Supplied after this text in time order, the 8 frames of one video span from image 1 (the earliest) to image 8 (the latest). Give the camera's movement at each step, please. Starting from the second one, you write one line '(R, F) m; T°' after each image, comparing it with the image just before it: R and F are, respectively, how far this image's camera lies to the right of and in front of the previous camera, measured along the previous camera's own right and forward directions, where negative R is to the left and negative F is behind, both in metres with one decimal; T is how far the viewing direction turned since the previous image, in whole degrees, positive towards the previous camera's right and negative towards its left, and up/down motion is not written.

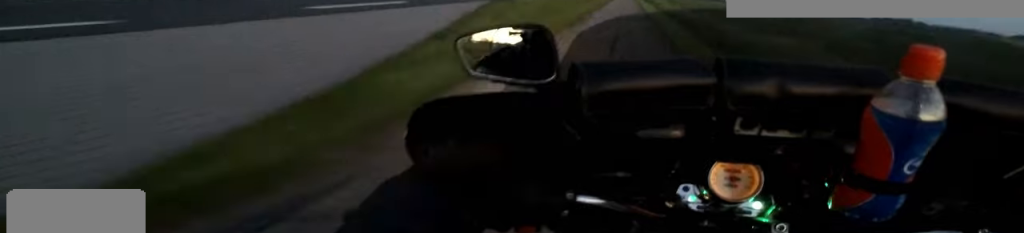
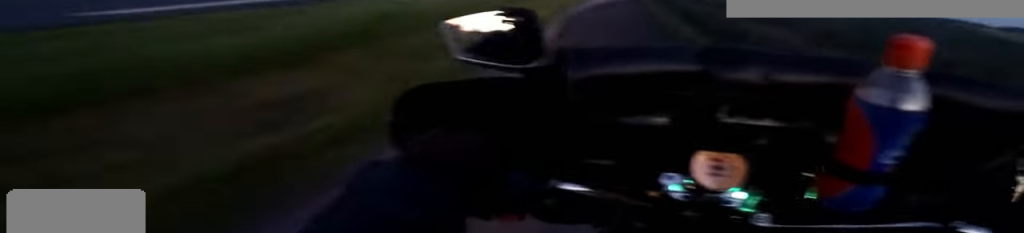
(-0.4, +39.8) m; 0°
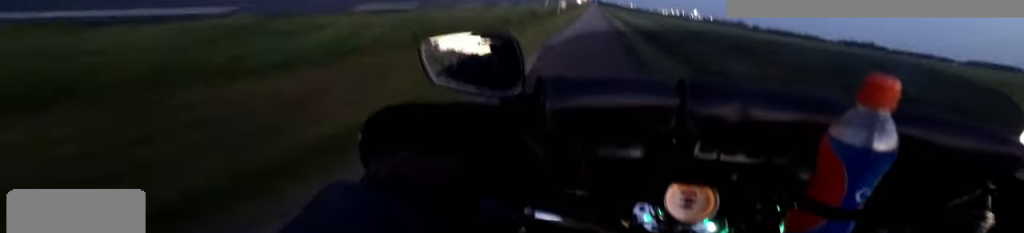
(-0.1, +6.7) m; +1°
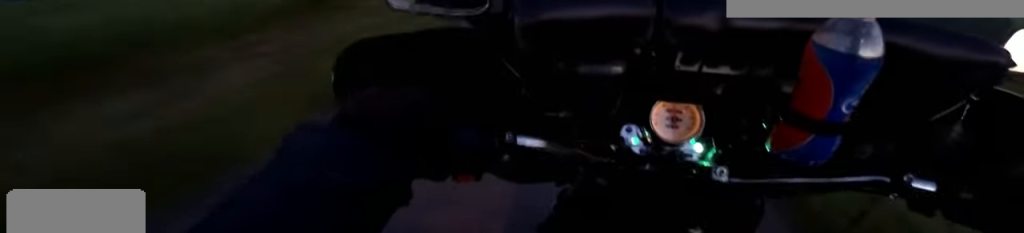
(-0.1, +18.4) m; -2°
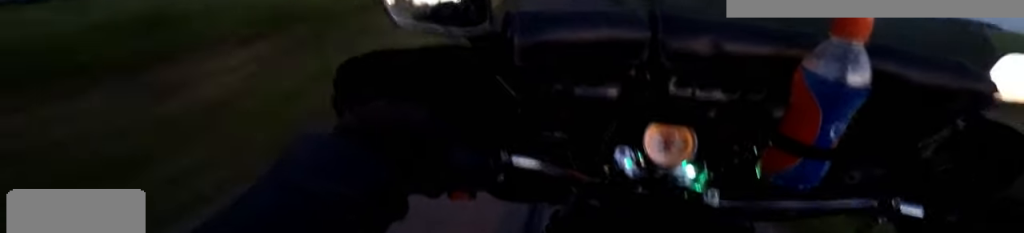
(-0.2, +11.1) m; 0°
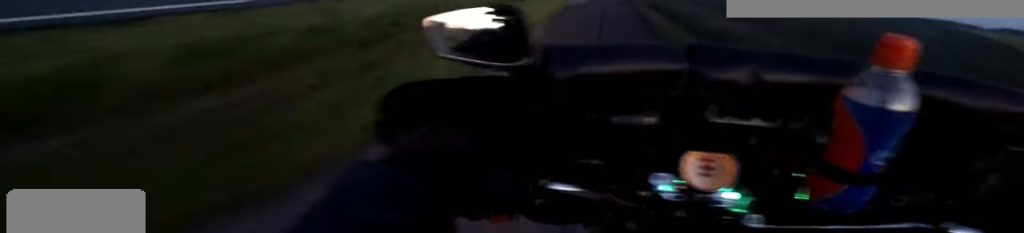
(+0.3, +5.6) m; +1°
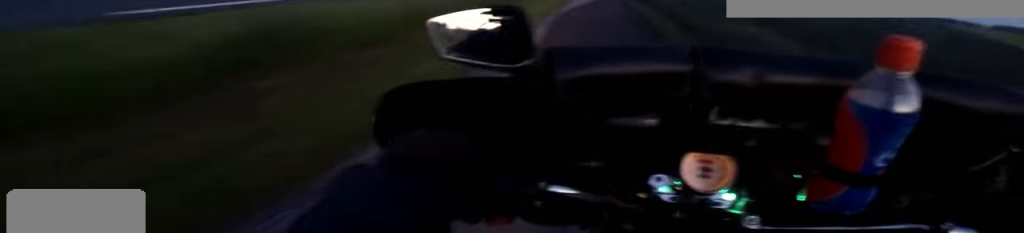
(0.0, +10.7) m; 0°
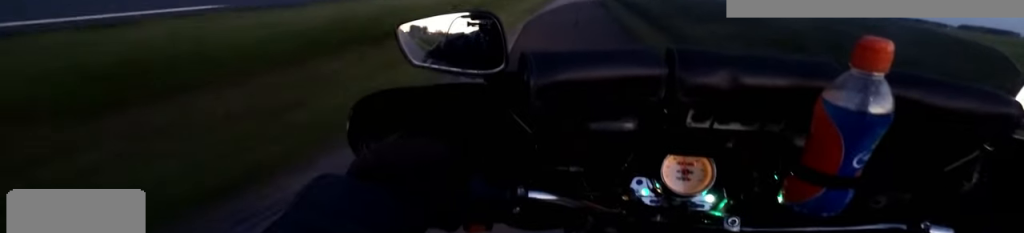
(-0.1, +7.3) m; -1°
